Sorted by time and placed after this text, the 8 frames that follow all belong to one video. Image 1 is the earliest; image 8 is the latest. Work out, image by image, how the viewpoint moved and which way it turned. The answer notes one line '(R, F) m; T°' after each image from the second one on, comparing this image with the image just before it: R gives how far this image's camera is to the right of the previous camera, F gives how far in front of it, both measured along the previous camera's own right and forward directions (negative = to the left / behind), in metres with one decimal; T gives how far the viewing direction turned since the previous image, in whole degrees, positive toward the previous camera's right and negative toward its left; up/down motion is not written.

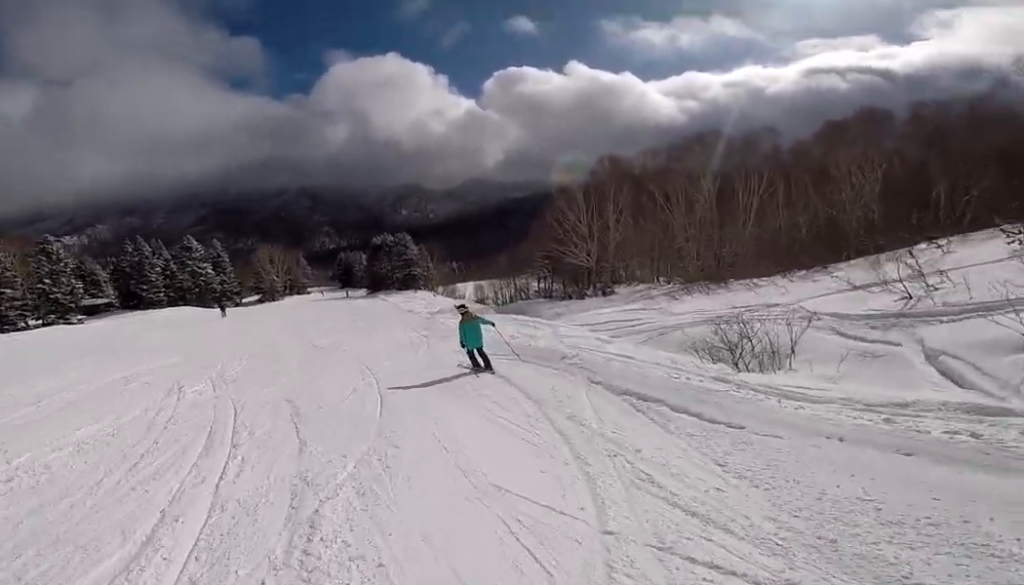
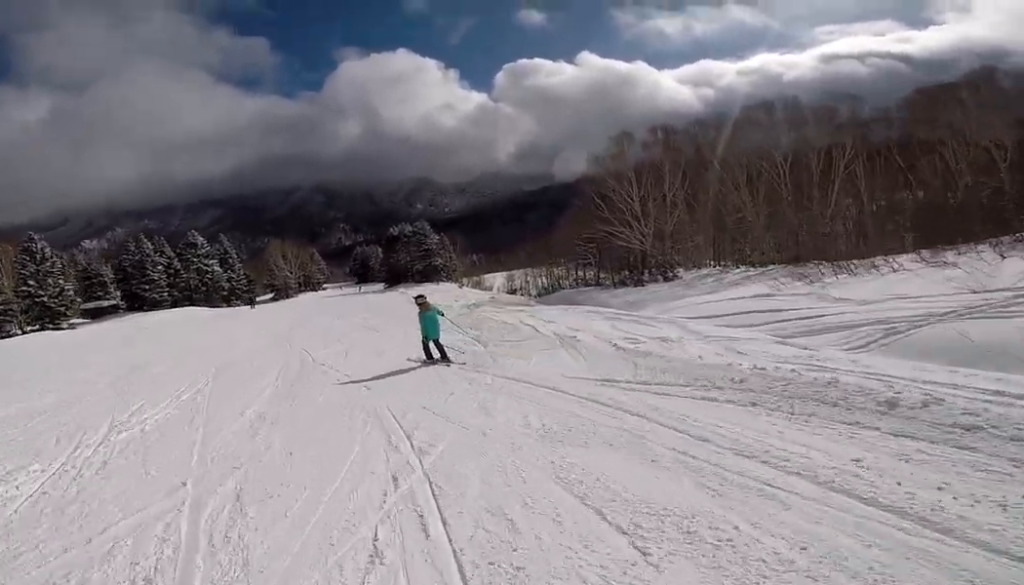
(-0.7, +6.1) m; -13°
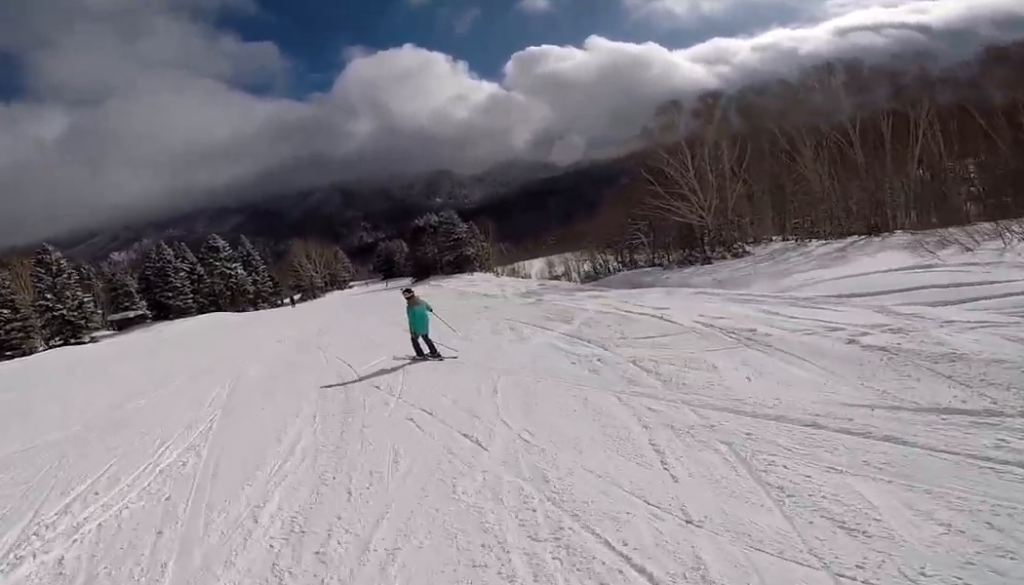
(+0.1, +3.6) m; -8°
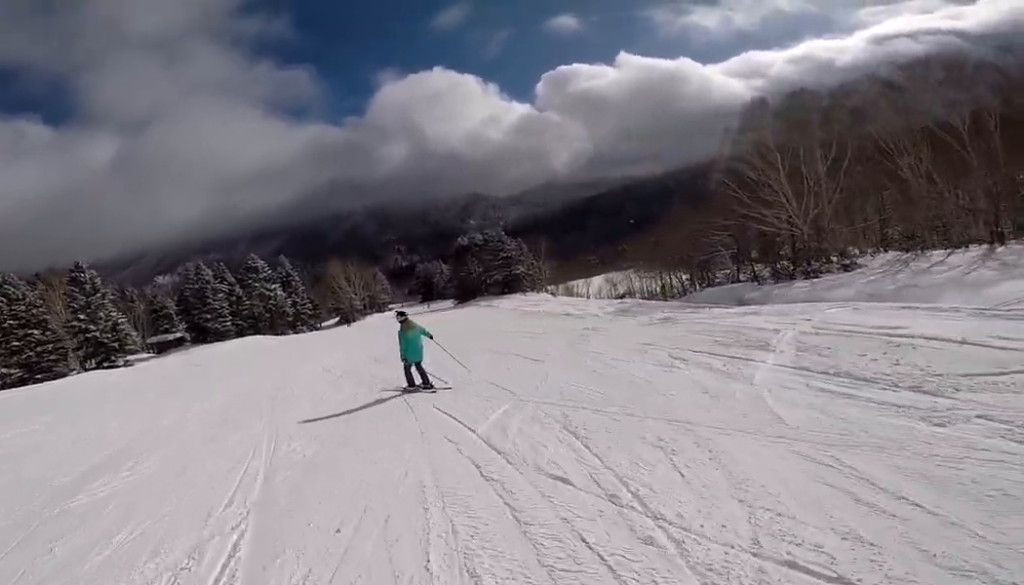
(-0.6, +4.0) m; -7°
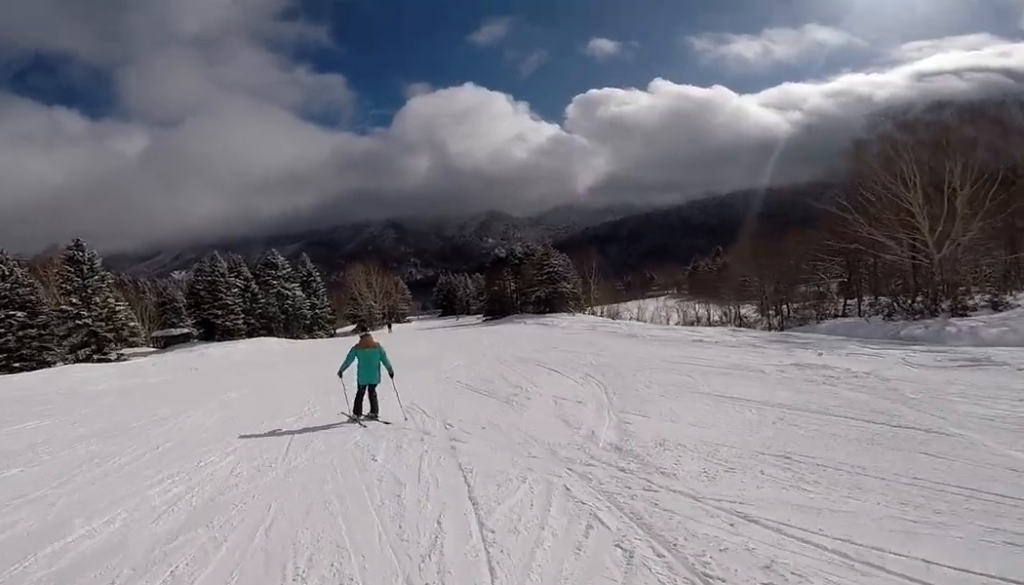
(-0.7, +6.6) m; -2°
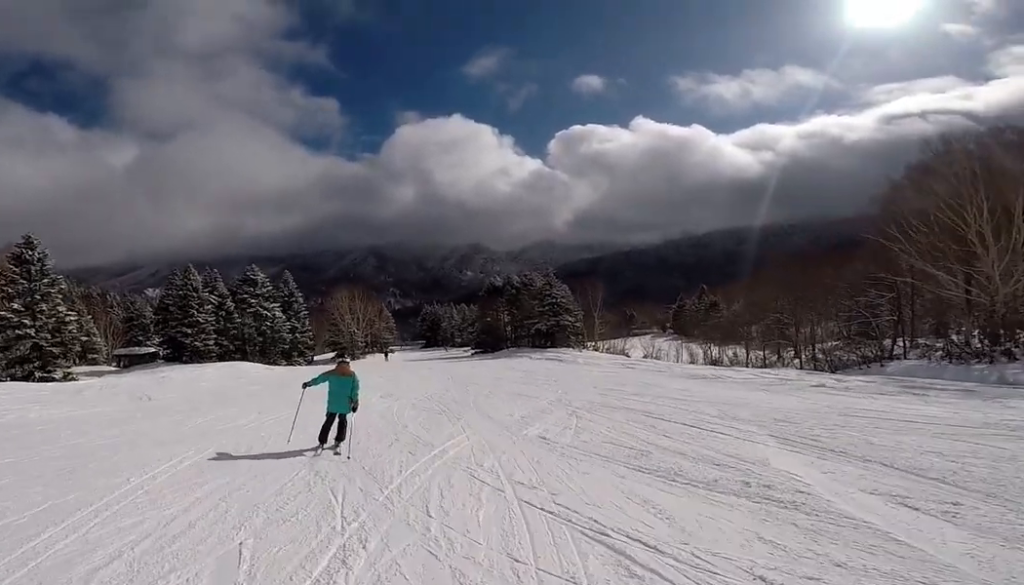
(-0.2, +5.4) m; +8°
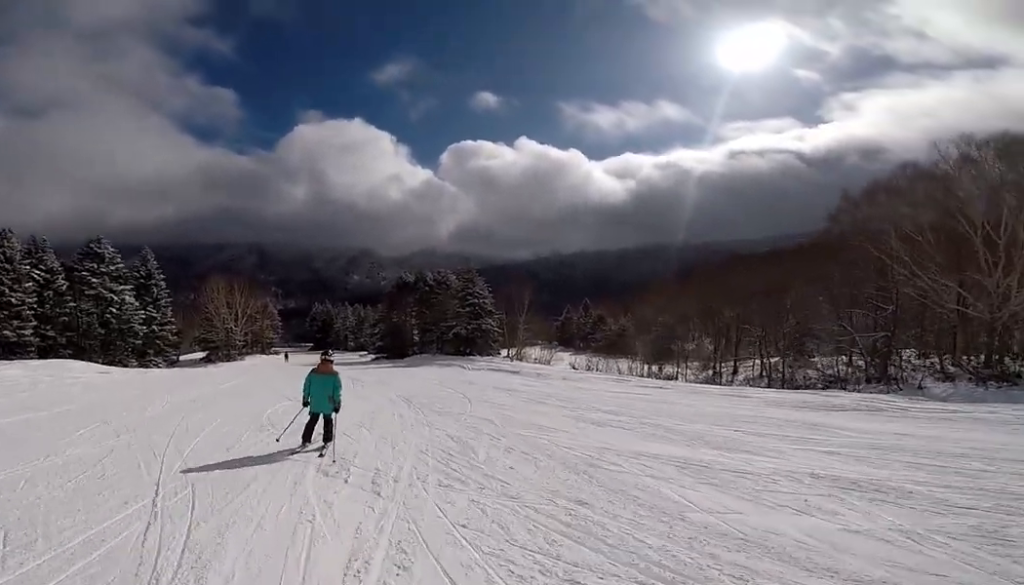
(+2.5, +10.3) m; +19°
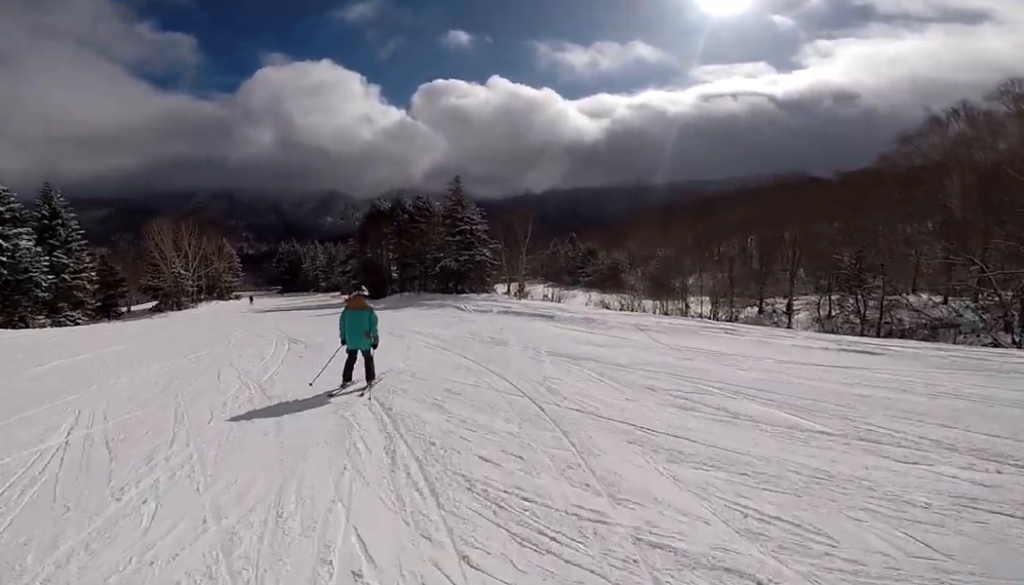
(+0.8, +9.2) m; +10°
